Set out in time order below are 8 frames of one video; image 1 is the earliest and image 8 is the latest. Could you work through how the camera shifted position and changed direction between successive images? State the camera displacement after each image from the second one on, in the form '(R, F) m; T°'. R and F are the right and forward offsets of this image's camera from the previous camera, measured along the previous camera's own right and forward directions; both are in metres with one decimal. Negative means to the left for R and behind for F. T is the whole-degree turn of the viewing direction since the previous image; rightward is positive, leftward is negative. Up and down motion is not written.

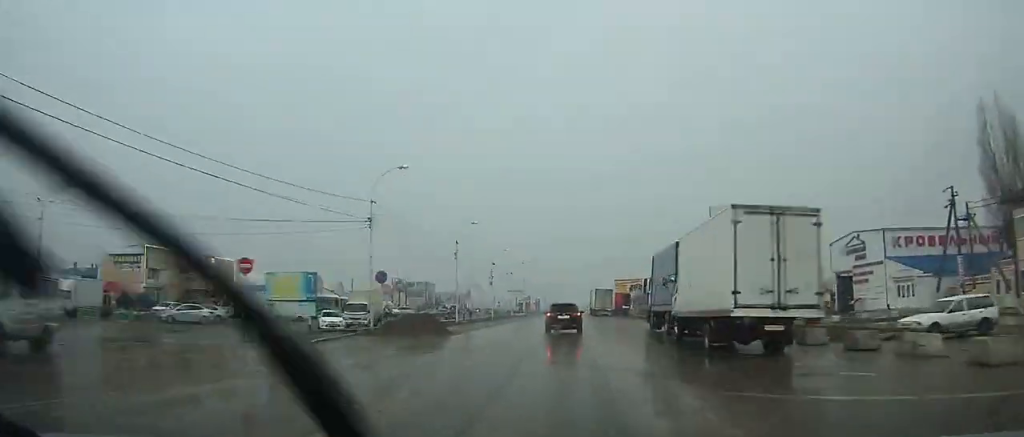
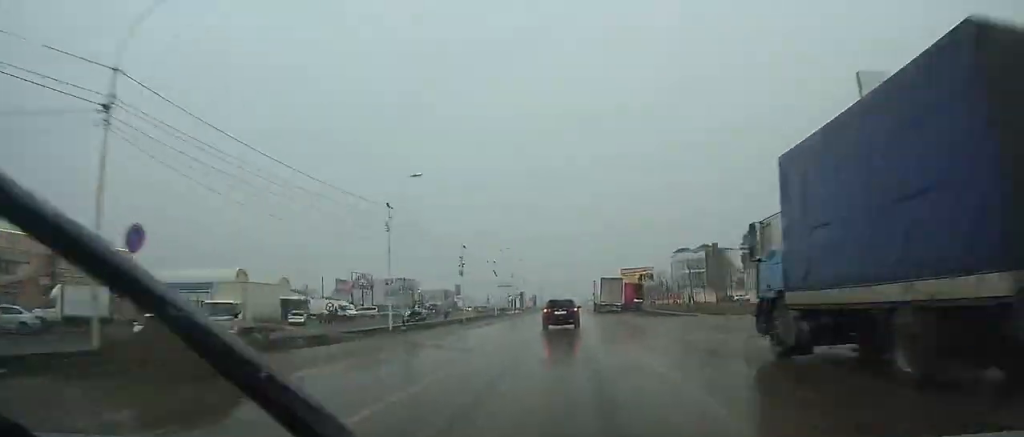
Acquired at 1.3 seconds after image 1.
(0.0, +19.6) m; 0°
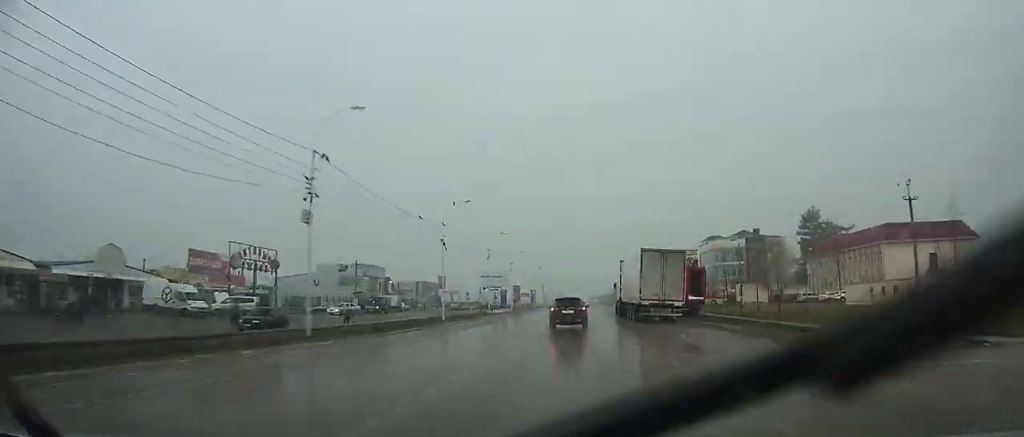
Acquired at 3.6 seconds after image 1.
(-0.1, +34.7) m; 0°
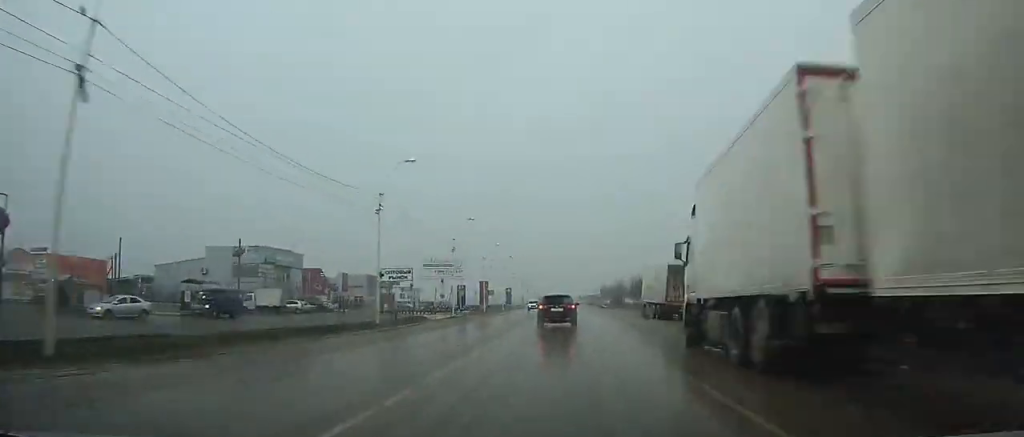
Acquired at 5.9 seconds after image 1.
(+0.2, +34.4) m; 0°
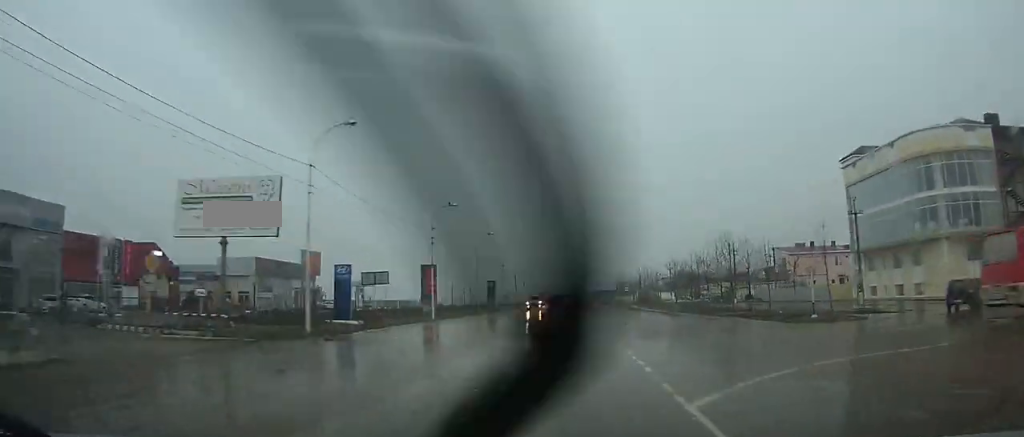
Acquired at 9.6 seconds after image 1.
(+0.2, +55.3) m; 0°
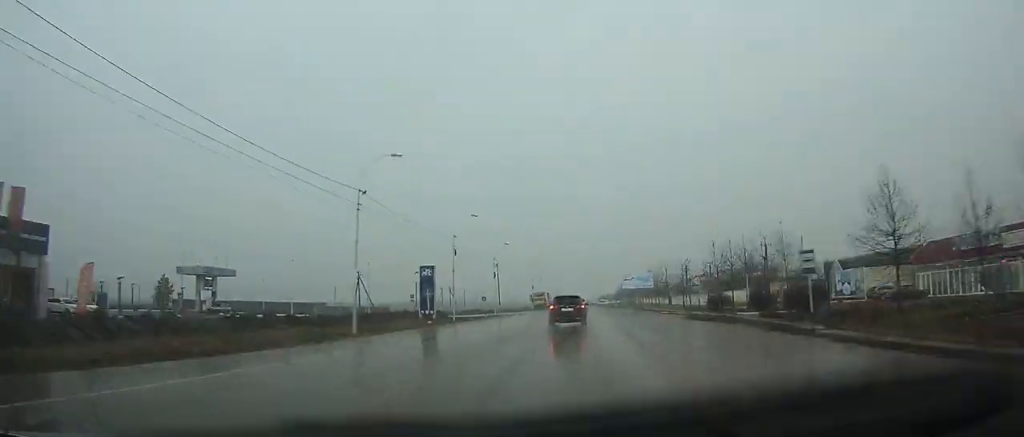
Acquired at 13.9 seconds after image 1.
(-0.6, +64.3) m; -1°
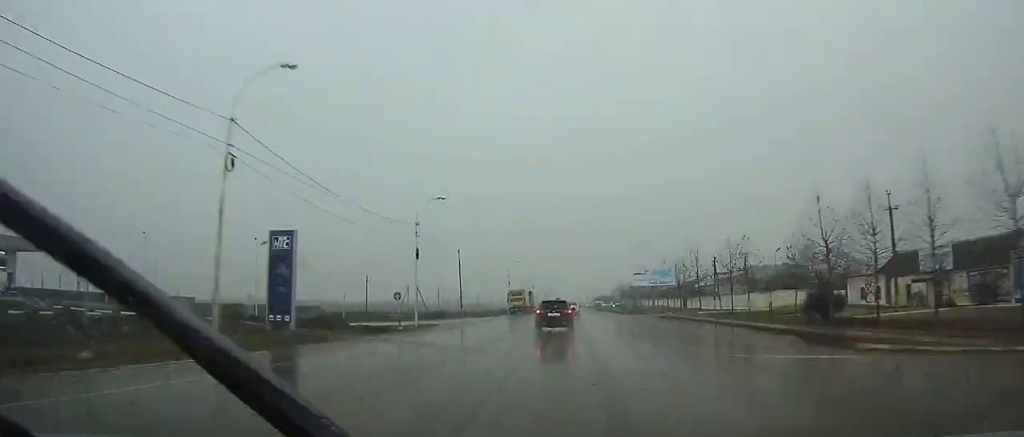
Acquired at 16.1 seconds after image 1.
(-0.1, +32.8) m; 0°
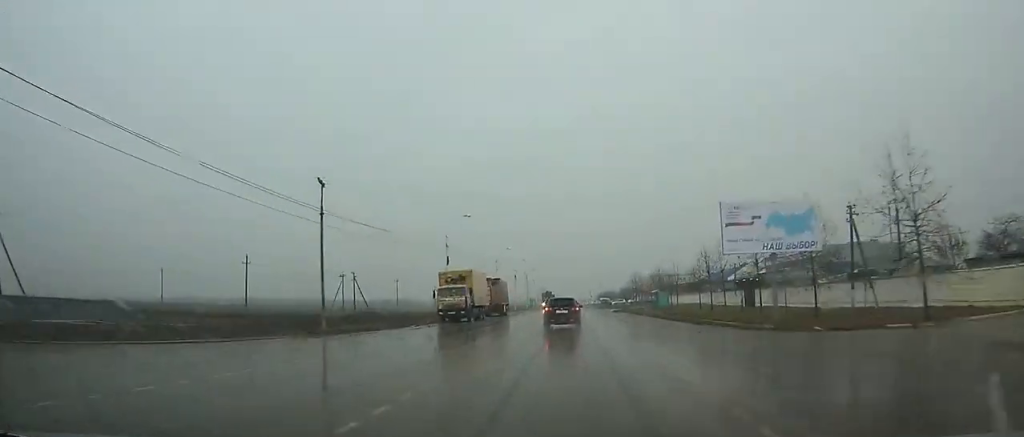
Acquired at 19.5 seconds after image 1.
(+0.1, +50.4) m; 0°
